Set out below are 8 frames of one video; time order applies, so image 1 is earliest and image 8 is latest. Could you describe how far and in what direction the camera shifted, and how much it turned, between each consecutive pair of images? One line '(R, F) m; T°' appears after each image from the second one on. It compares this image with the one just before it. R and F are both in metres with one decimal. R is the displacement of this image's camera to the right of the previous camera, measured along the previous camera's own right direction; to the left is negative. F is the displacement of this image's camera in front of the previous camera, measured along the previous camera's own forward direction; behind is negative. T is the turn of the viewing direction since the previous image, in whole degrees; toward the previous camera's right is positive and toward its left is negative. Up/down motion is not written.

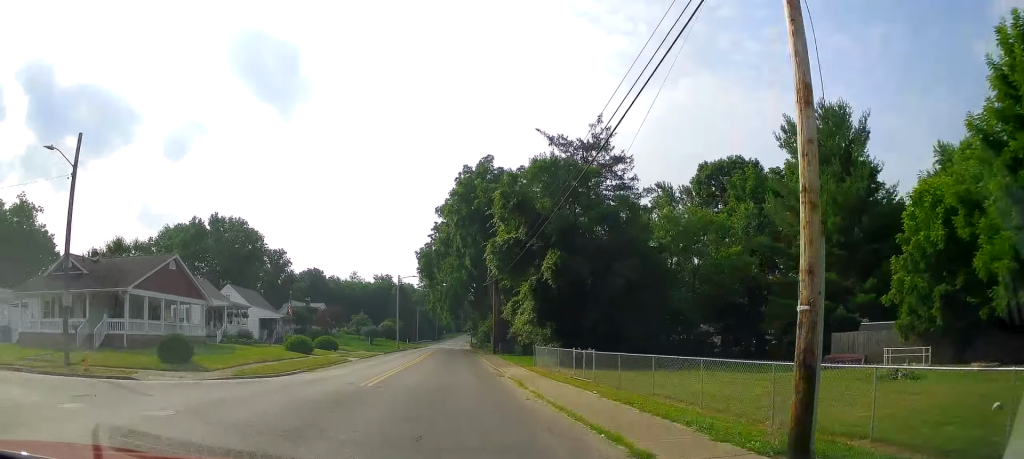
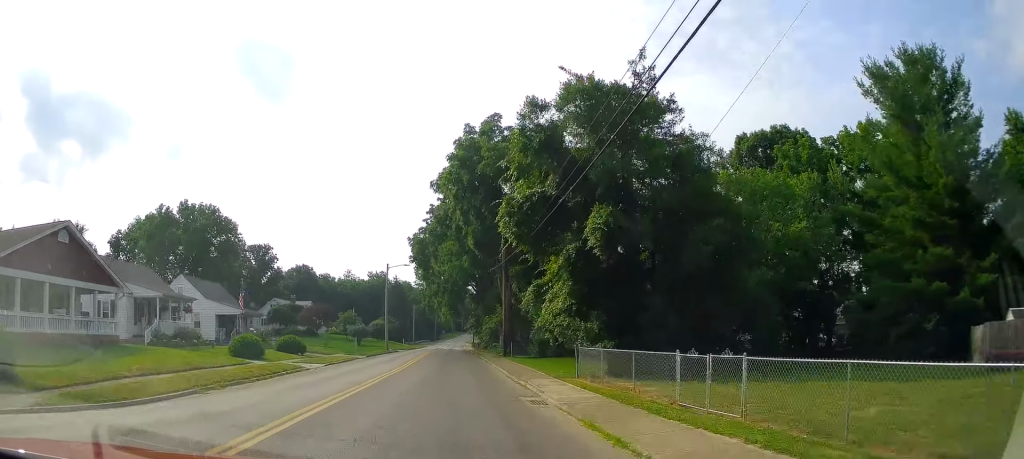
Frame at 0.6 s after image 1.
(-0.8, +12.1) m; 0°
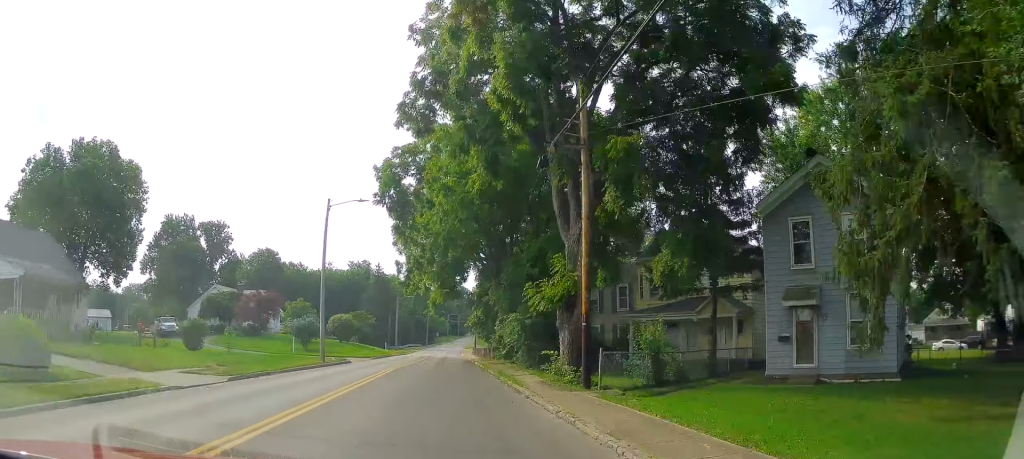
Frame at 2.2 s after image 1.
(+1.5, +29.0) m; +4°
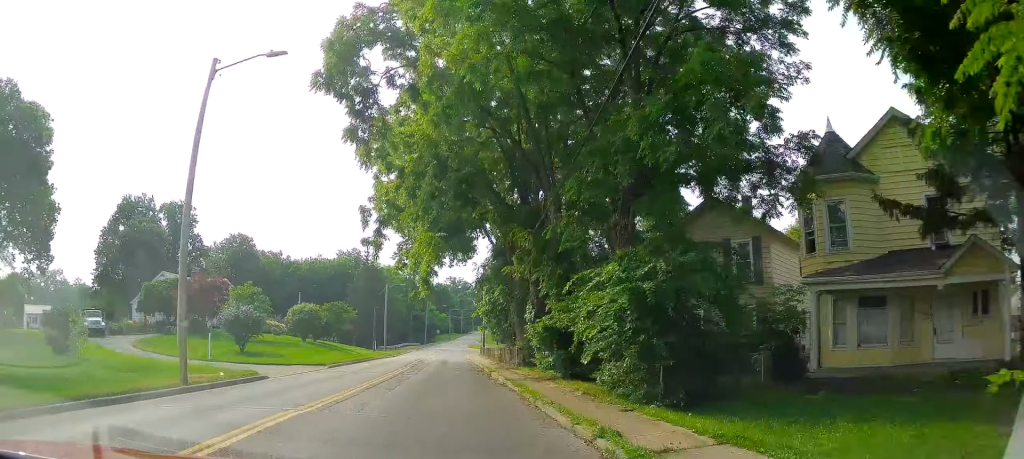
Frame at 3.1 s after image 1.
(0.0, +18.0) m; -2°
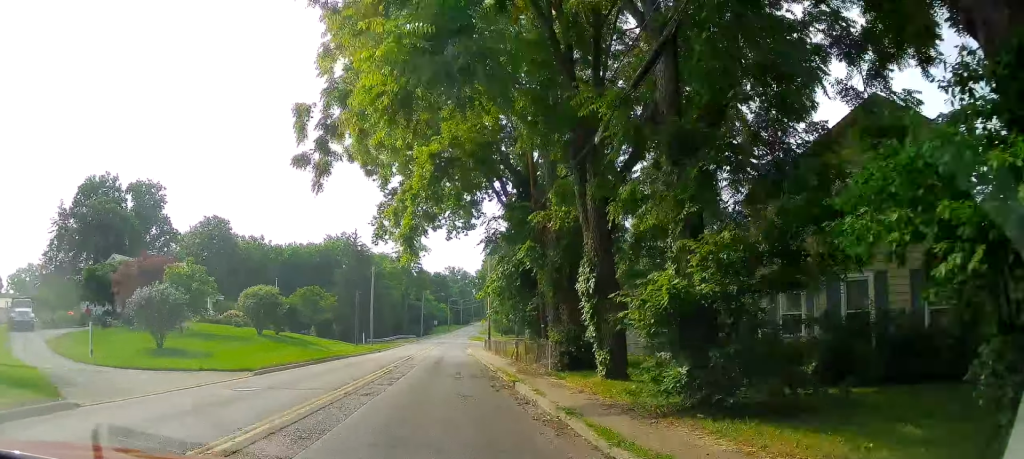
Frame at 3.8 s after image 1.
(-0.5, +11.7) m; -2°
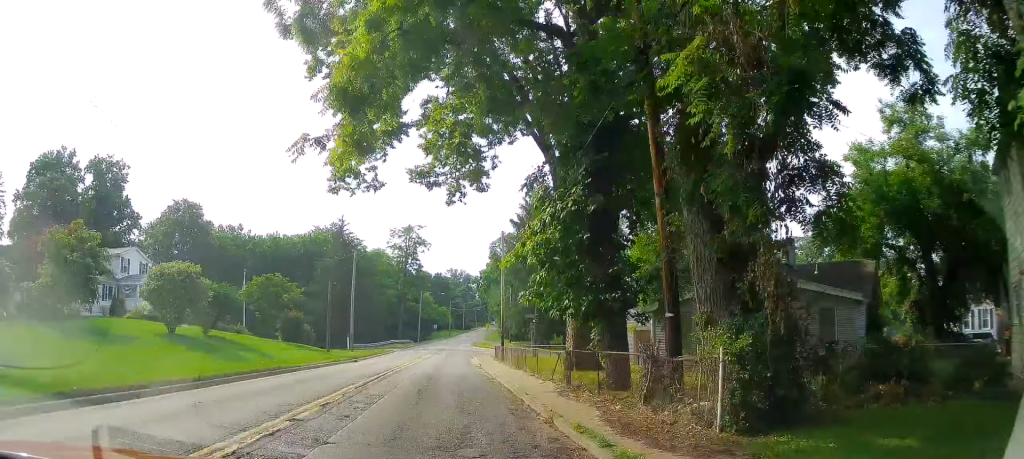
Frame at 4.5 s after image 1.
(-0.1, +13.3) m; +1°
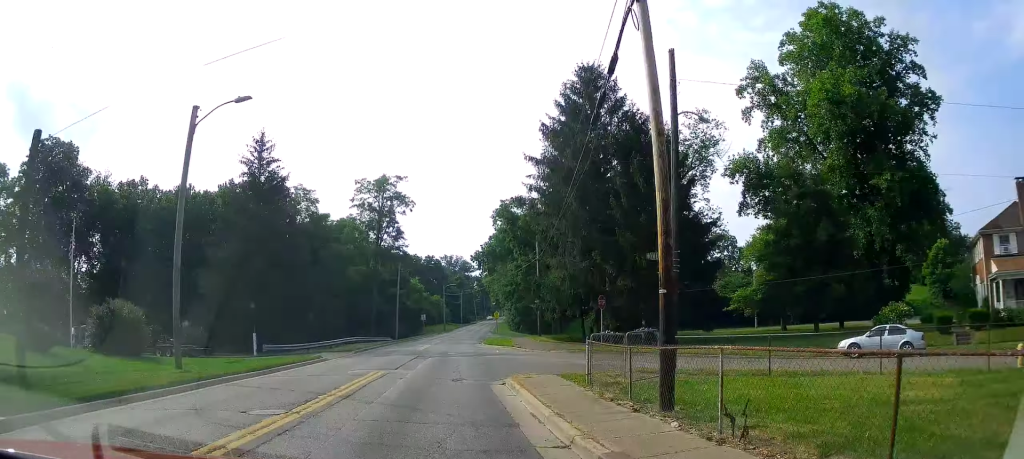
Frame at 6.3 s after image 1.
(+1.1, +32.3) m; +2°
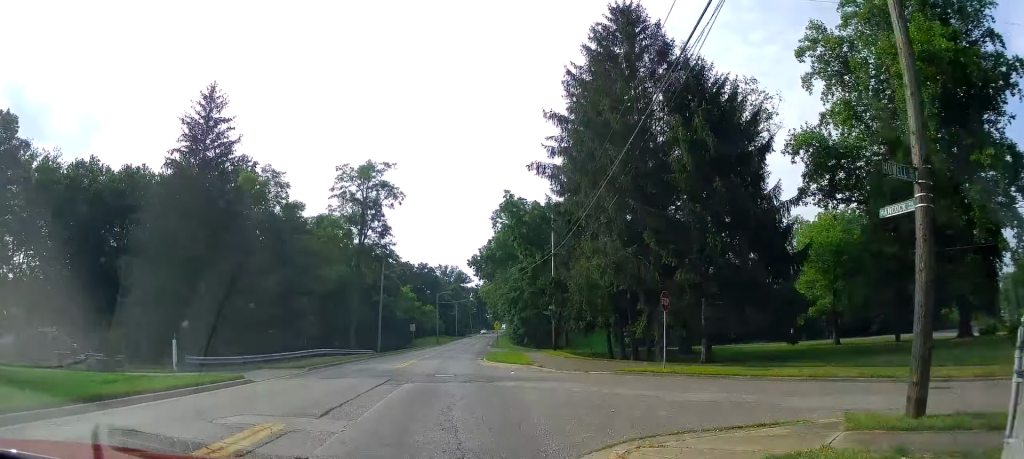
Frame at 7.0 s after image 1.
(+0.1, +10.8) m; -1°
